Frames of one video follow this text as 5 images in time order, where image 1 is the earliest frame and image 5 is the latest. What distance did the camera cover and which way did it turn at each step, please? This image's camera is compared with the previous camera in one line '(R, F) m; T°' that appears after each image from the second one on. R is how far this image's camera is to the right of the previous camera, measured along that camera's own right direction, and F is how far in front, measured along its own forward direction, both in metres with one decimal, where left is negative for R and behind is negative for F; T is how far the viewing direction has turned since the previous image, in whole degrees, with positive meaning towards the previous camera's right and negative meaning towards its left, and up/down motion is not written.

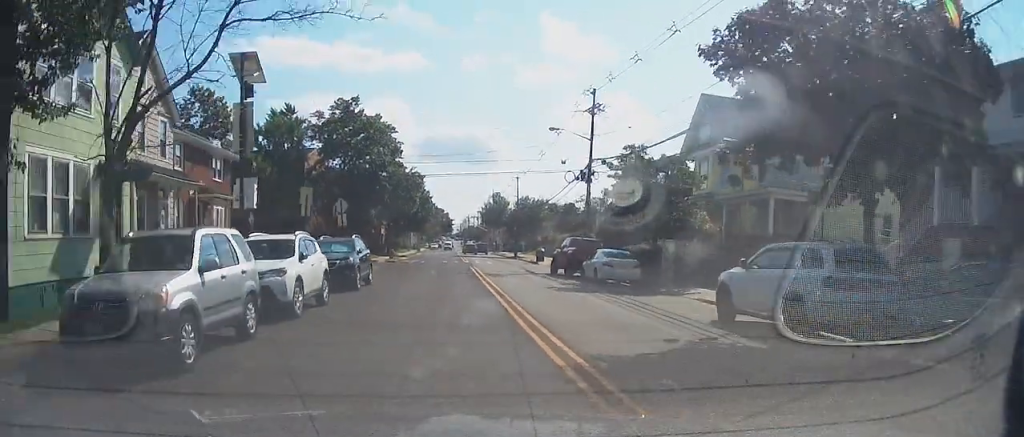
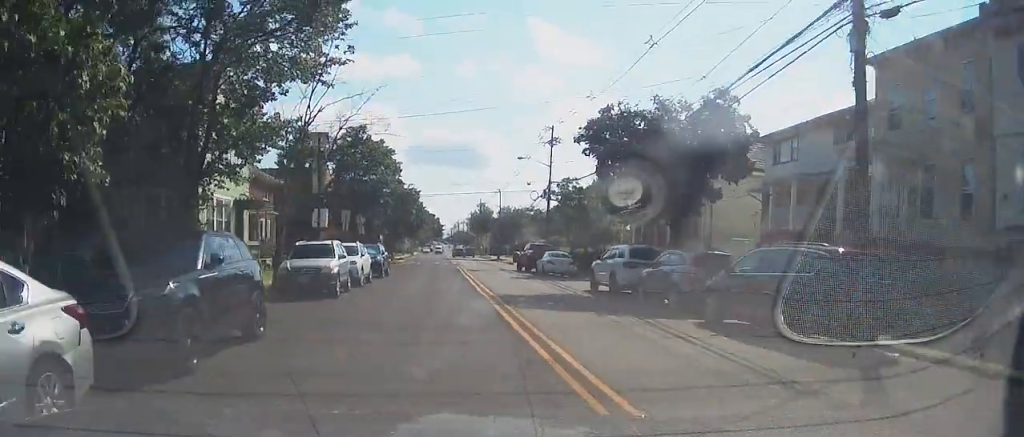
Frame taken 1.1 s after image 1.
(+0.3, +11.1) m; +3°
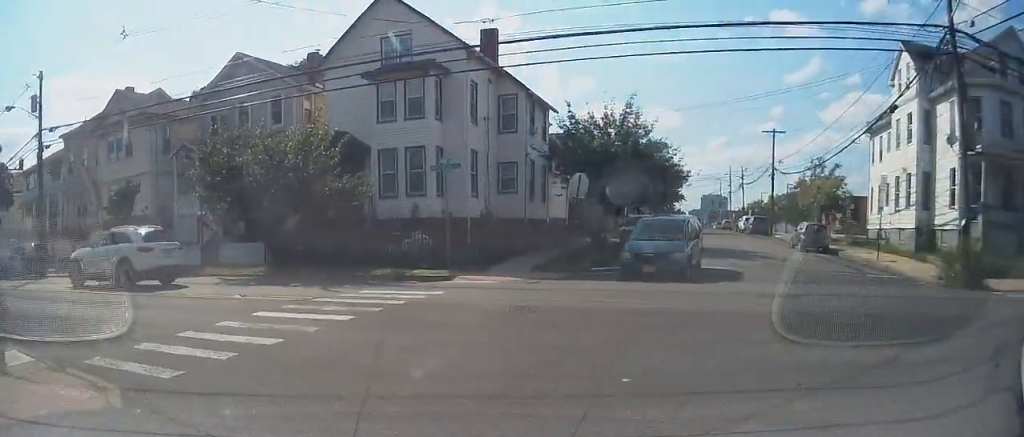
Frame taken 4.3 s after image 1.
(+7.2, +19.9) m; +69°
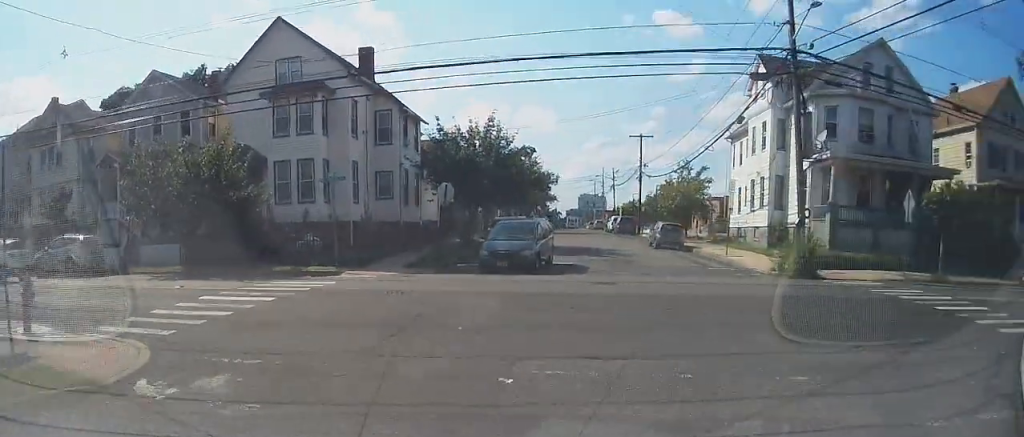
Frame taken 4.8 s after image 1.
(+1.0, +3.4) m; +9°
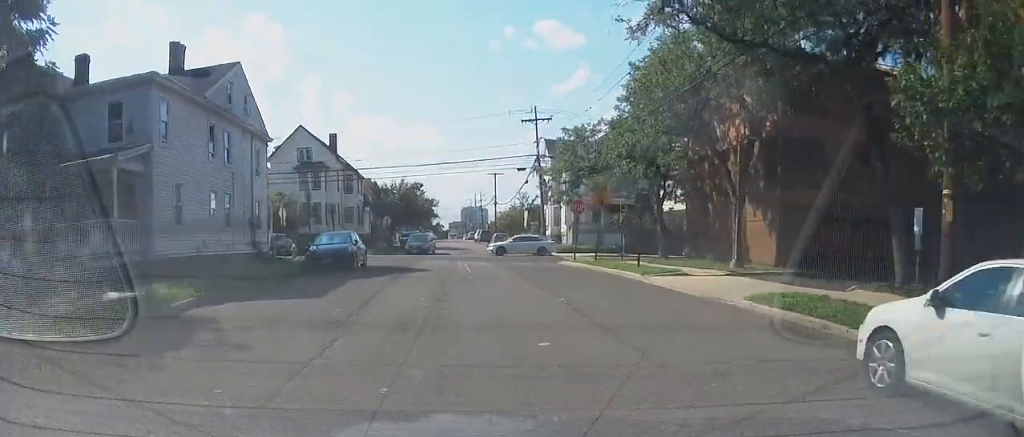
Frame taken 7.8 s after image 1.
(+4.4, +29.2) m; +7°
